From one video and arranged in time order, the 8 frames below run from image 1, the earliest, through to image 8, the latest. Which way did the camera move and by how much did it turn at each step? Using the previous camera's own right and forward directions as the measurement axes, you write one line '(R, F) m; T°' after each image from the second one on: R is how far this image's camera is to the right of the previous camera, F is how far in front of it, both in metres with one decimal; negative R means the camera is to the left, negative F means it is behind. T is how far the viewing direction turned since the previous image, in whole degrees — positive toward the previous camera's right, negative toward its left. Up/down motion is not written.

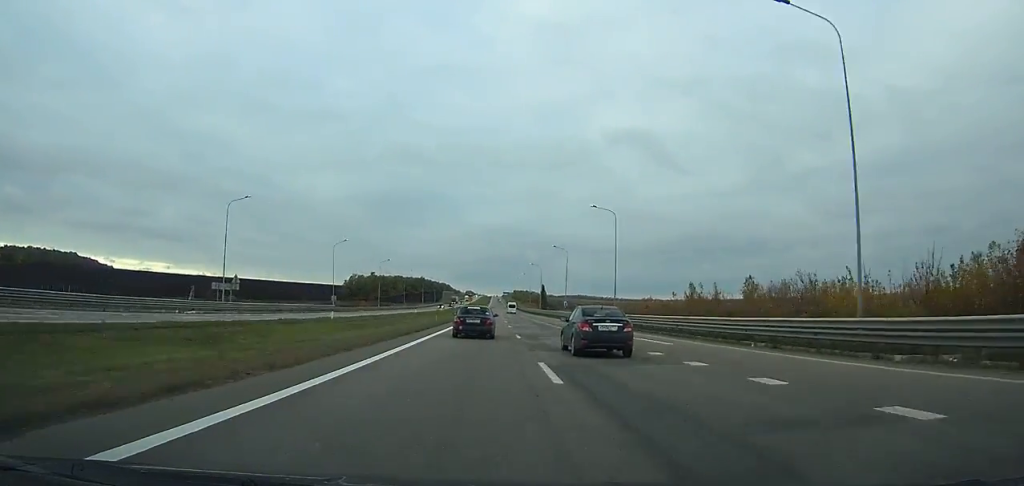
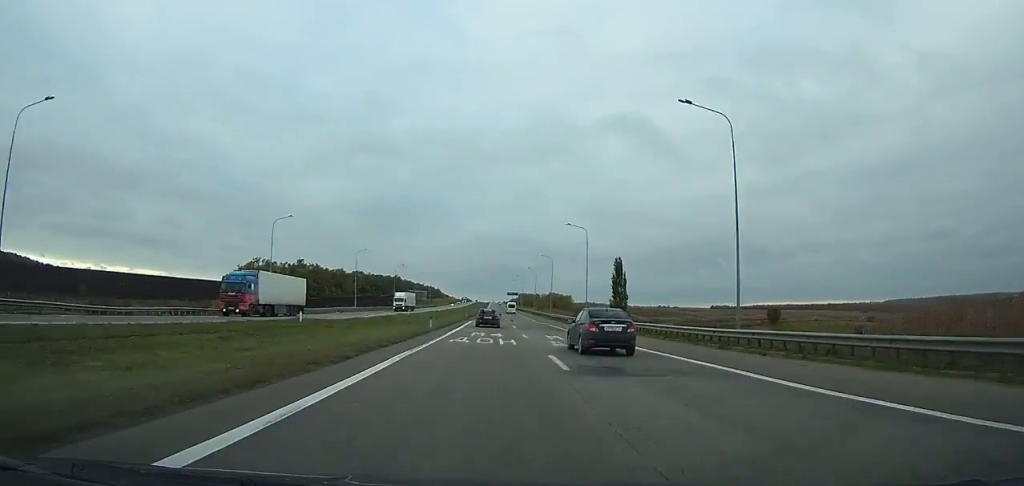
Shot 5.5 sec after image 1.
(+1.0, +157.7) m; 0°
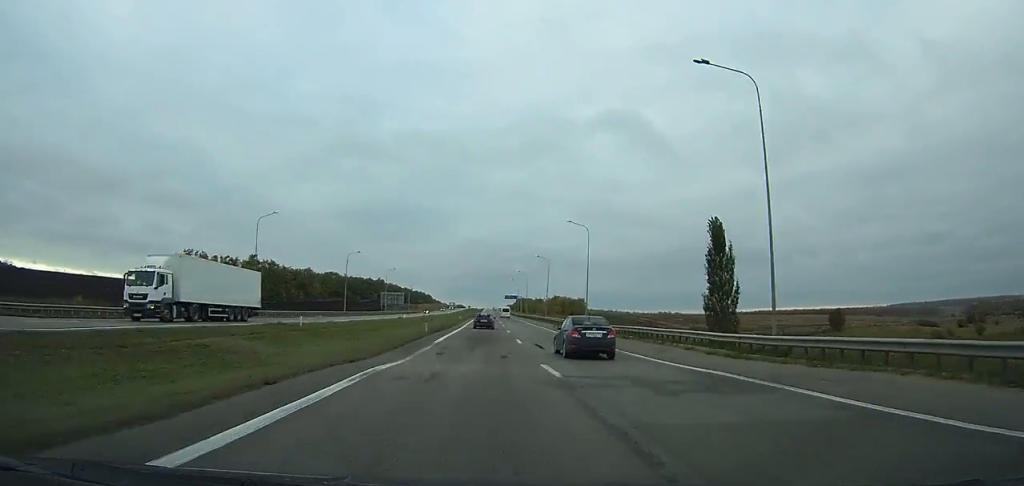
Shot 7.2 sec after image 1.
(+0.1, +49.5) m; 0°
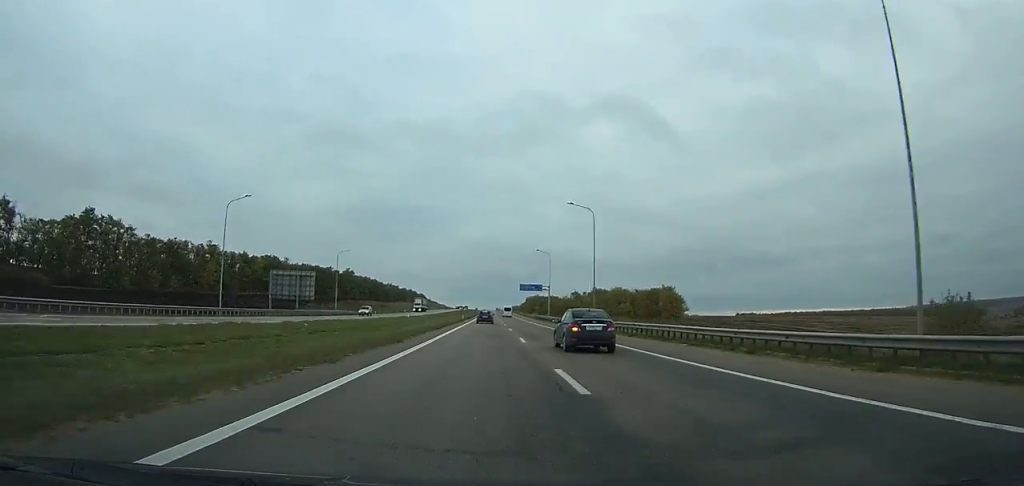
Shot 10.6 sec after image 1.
(+0.1, +104.2) m; 0°
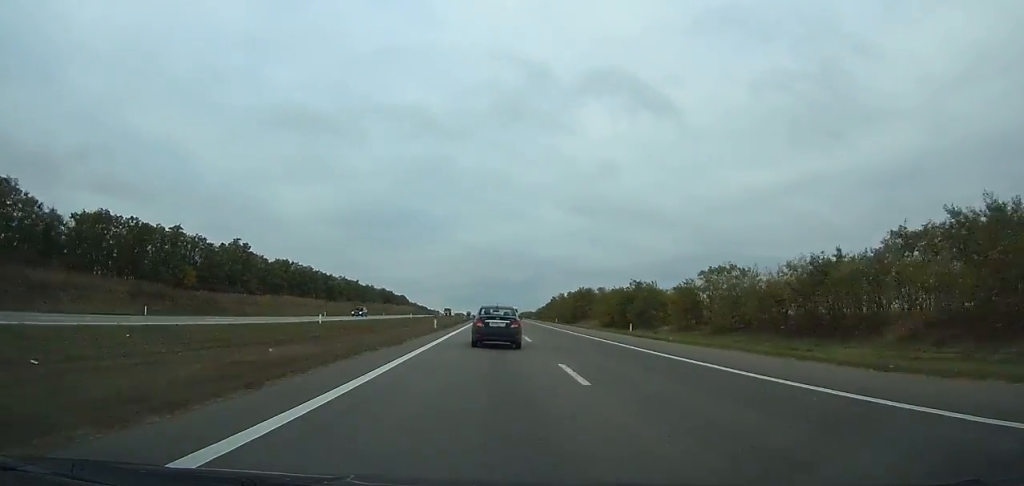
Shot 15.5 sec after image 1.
(-0.2, +149.0) m; 0°
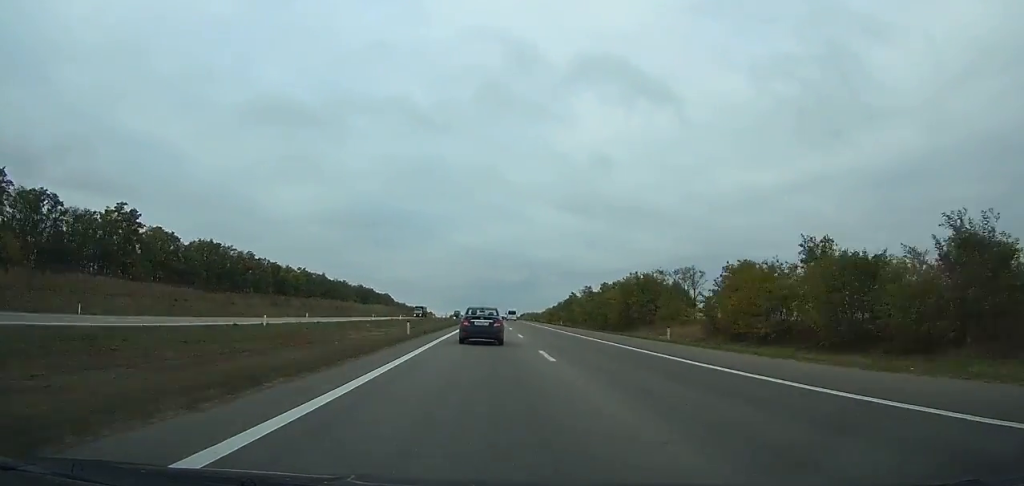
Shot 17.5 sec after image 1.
(+0.1, +59.4) m; 0°
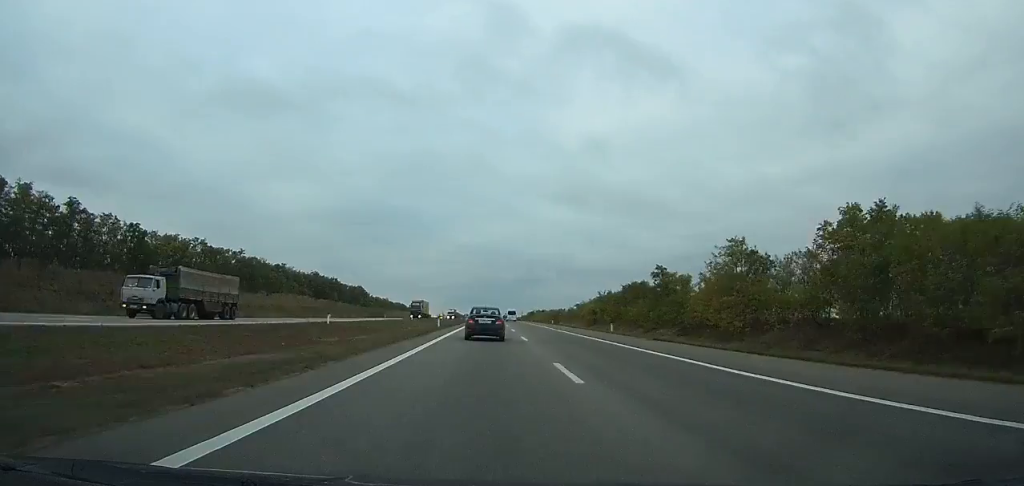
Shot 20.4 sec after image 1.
(0.0, +84.6) m; 0°
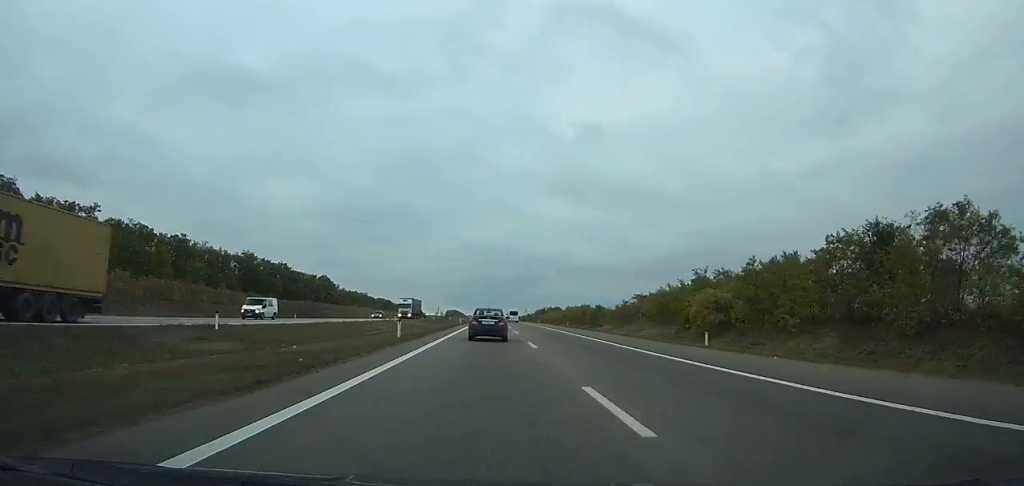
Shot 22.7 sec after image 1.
(-0.1, +65.9) m; 0°
